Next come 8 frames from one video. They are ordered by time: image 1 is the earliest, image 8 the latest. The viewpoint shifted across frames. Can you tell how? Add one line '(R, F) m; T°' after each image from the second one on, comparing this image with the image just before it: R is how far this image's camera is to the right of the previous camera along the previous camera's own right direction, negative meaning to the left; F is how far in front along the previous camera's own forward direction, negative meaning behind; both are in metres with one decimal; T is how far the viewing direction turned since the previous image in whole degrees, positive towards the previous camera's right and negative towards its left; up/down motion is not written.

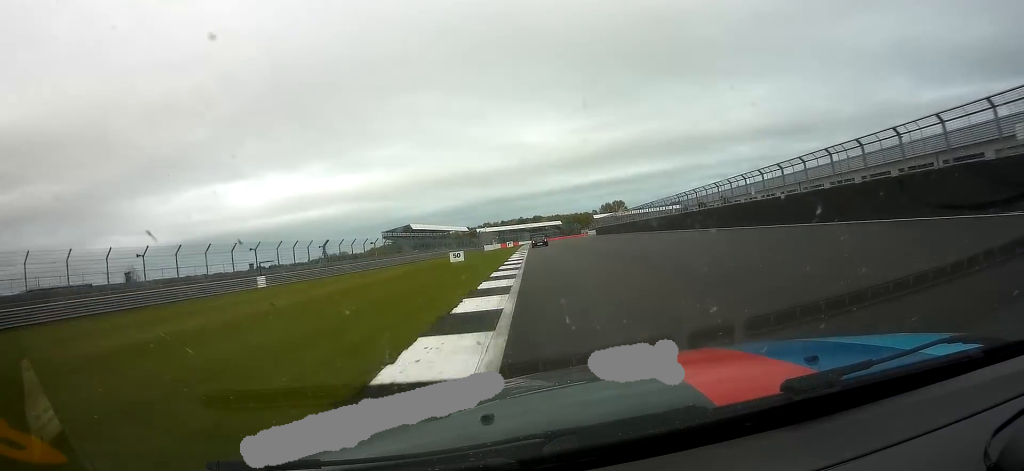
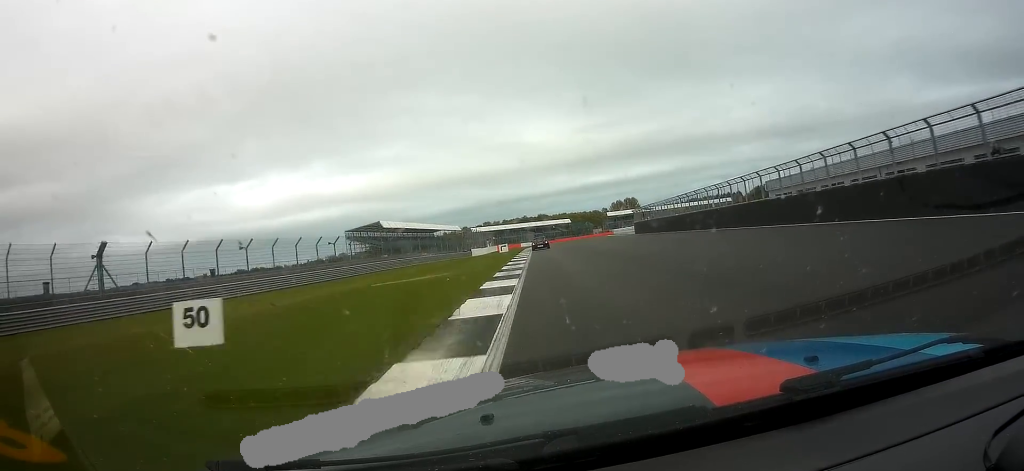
(-0.2, +40.1) m; 0°
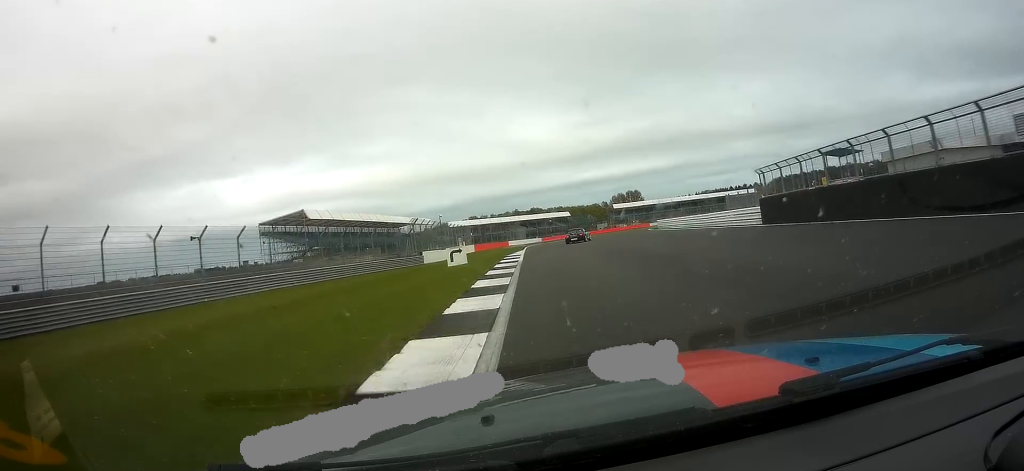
(+0.1, +43.2) m; +2°
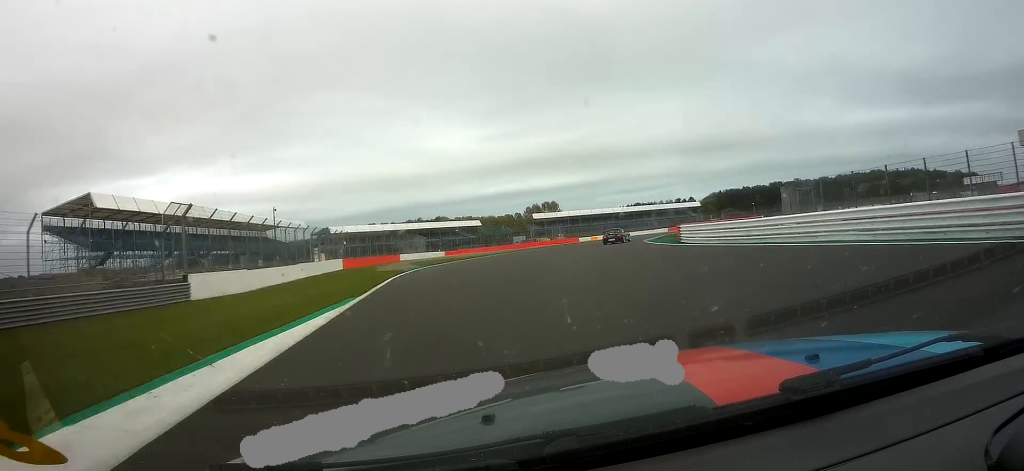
(+1.0, +38.7) m; +8°
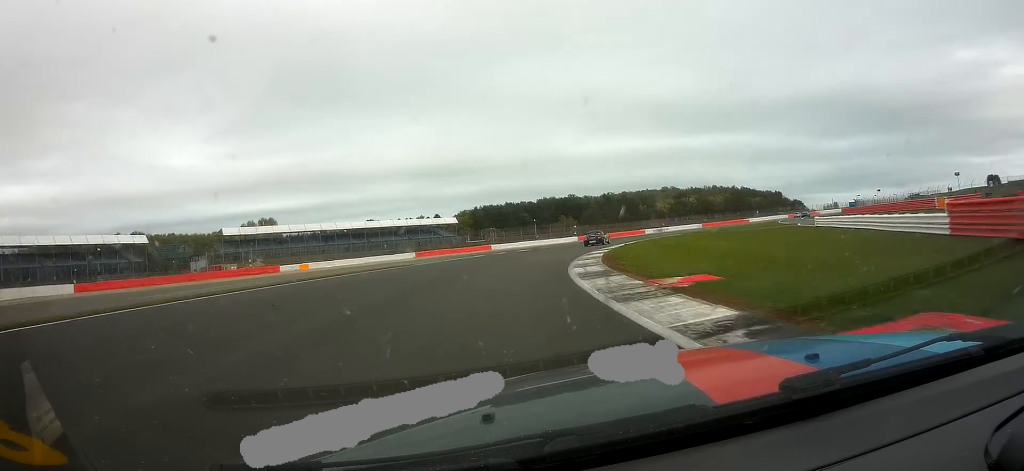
(+13.1, +57.6) m; +26°
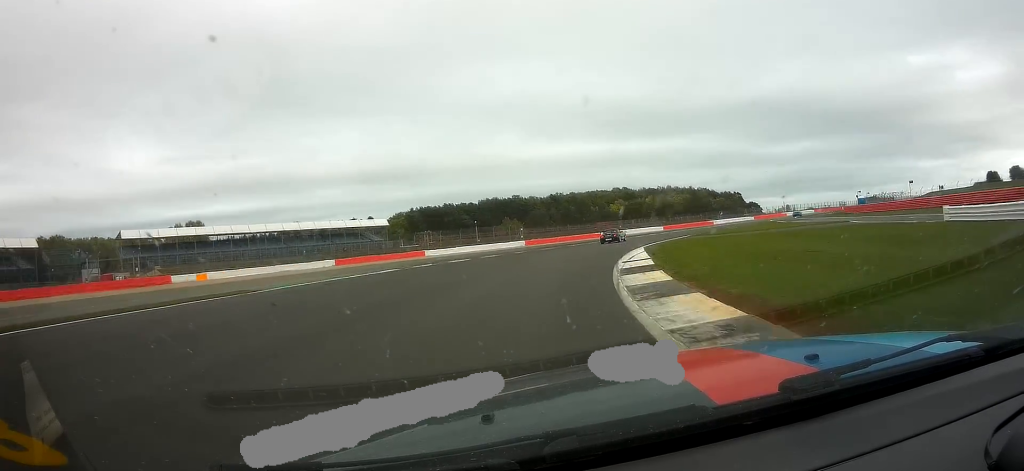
(+0.5, +19.4) m; +9°
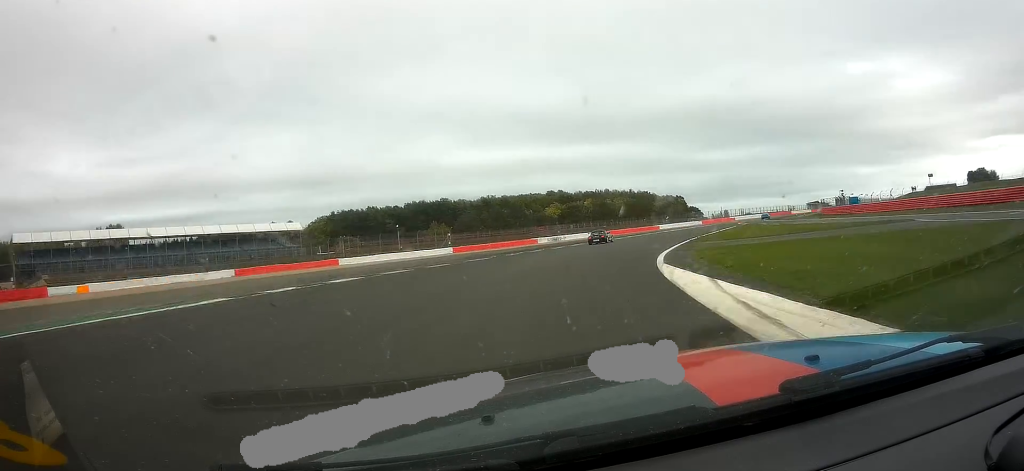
(+1.8, +15.1) m; +6°
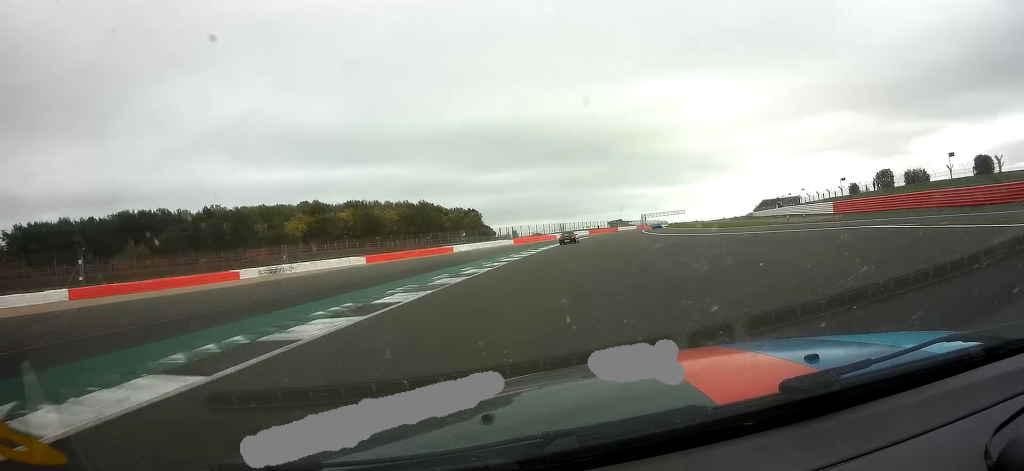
(+12.8, +62.4) m; +21°
